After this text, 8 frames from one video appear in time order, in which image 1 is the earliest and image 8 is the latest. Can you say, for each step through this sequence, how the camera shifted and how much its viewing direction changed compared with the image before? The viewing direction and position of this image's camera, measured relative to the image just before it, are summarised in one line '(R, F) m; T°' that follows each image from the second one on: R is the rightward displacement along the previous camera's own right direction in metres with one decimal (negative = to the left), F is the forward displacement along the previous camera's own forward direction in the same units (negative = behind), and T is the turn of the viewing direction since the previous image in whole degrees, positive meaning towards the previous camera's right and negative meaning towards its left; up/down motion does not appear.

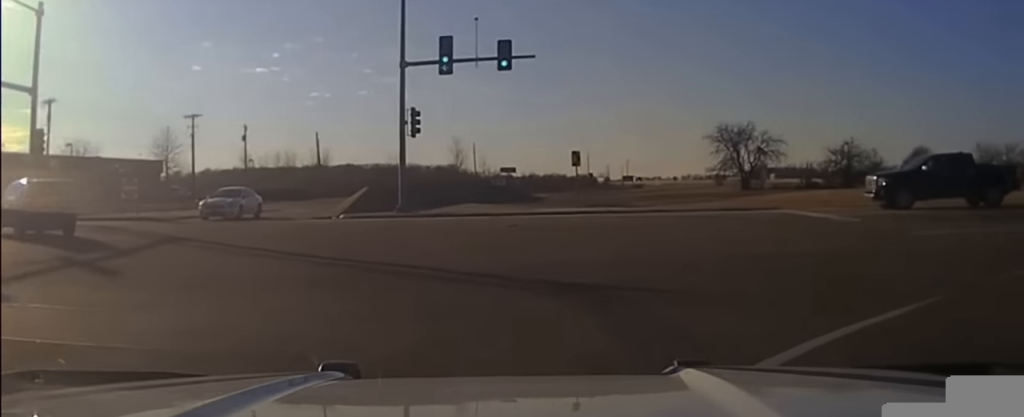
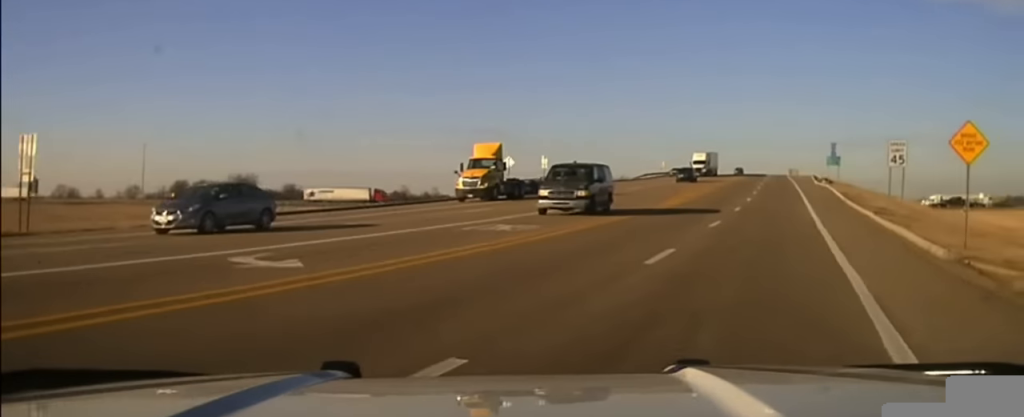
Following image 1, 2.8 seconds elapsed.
(+10.0, +14.0) m; +68°
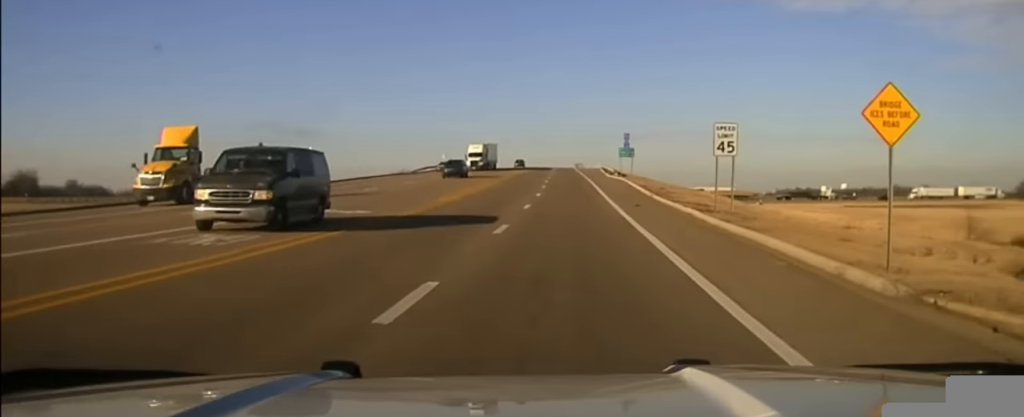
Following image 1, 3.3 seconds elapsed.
(+0.5, +5.9) m; +8°
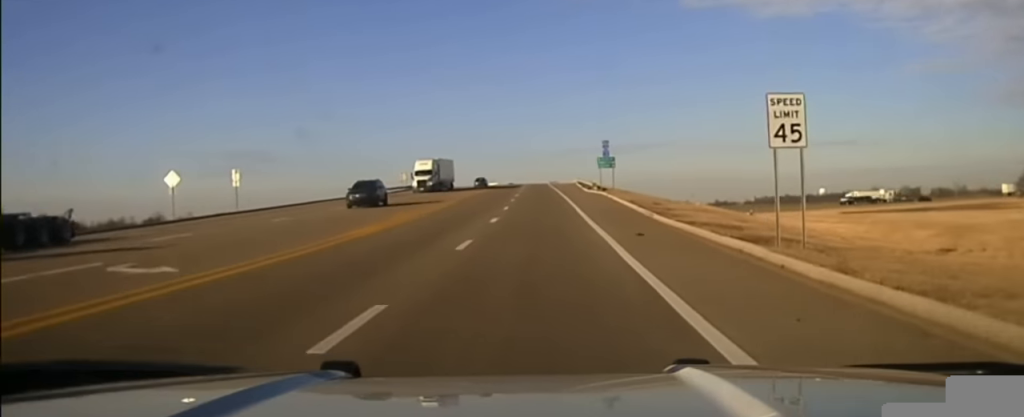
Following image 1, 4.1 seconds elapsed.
(+1.4, +13.0) m; +7°
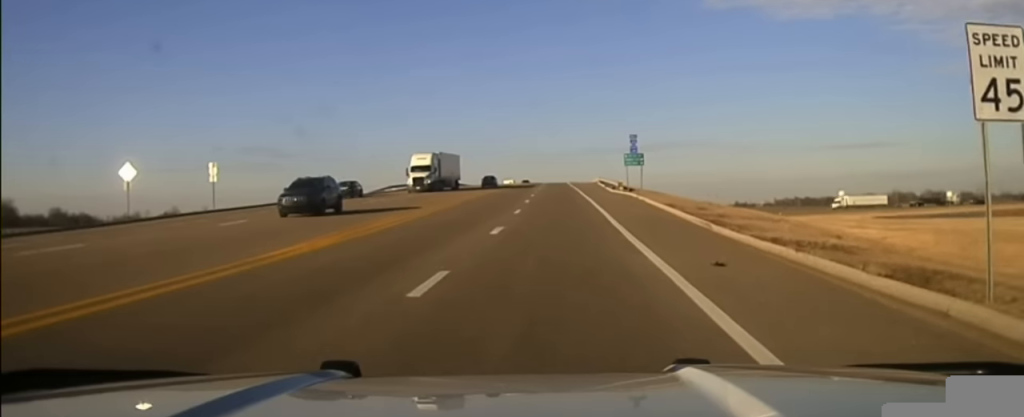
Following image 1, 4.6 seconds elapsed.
(+0.4, +9.4) m; +2°
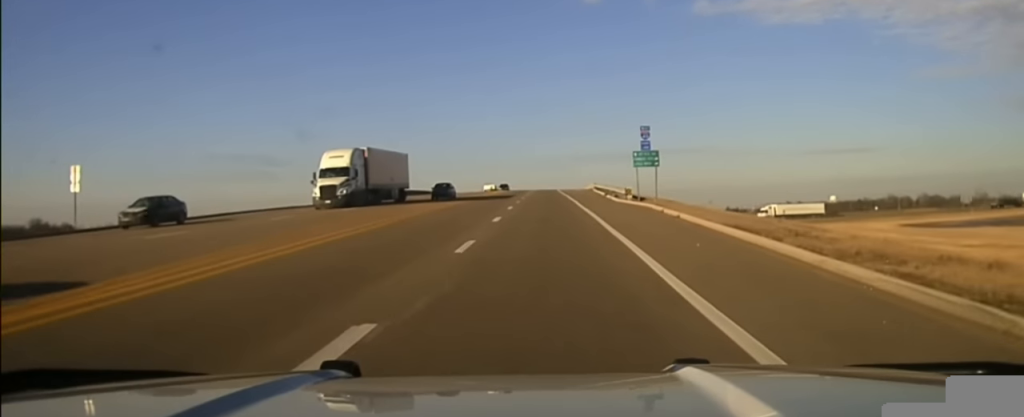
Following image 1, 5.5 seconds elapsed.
(0.0, +19.4) m; 0°
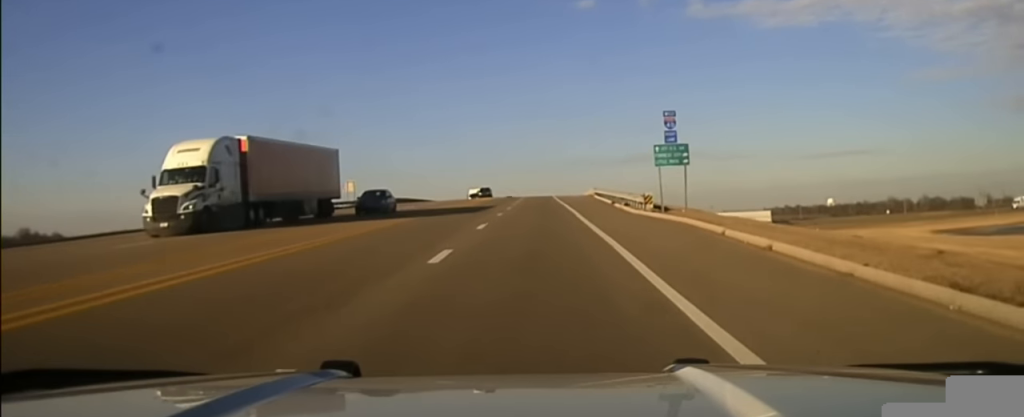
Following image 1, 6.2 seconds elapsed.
(0.0, +15.7) m; -1°
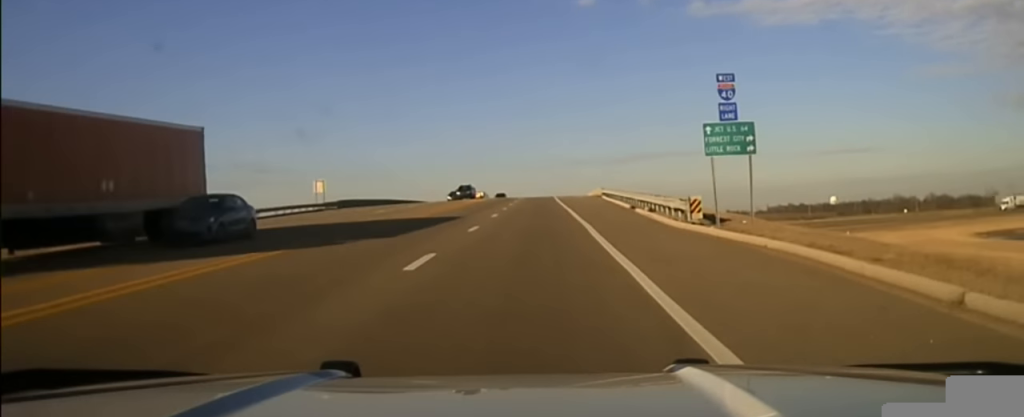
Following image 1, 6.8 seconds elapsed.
(0.0, +12.9) m; 0°
